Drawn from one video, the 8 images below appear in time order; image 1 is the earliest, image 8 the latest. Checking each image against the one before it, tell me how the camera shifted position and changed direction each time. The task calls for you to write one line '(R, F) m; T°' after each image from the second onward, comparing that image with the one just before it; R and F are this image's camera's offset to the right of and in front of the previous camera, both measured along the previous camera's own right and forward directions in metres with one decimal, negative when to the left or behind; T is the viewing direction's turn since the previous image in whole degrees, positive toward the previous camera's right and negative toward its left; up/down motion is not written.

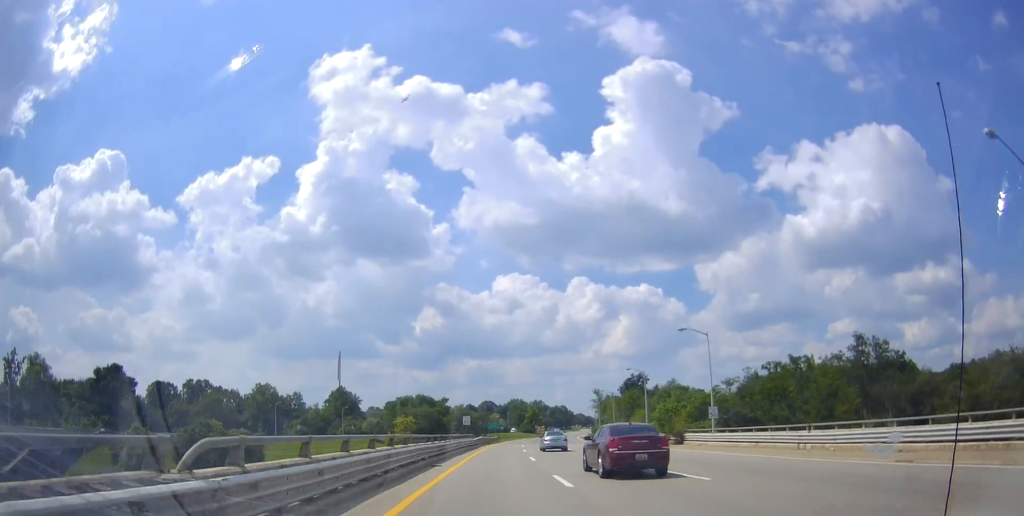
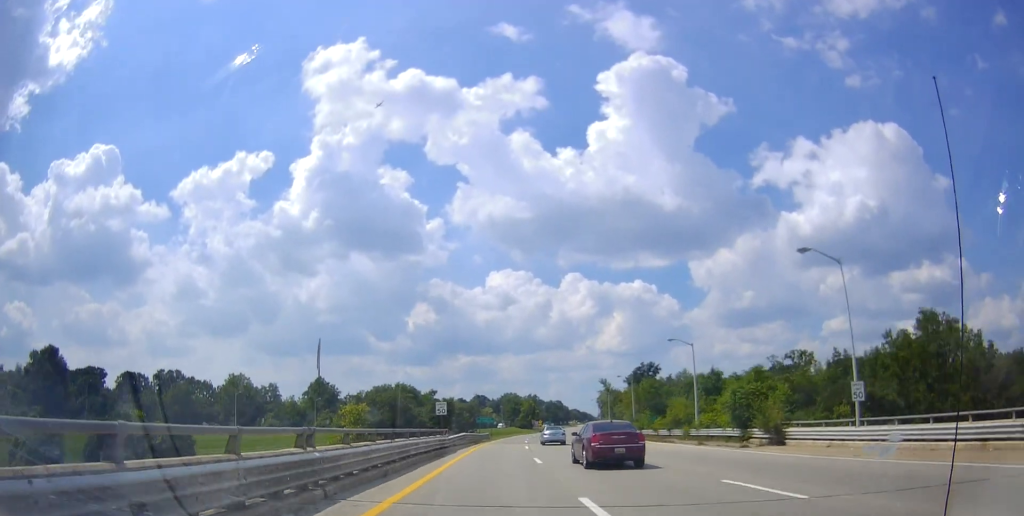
(-0.3, +21.8) m; -1°
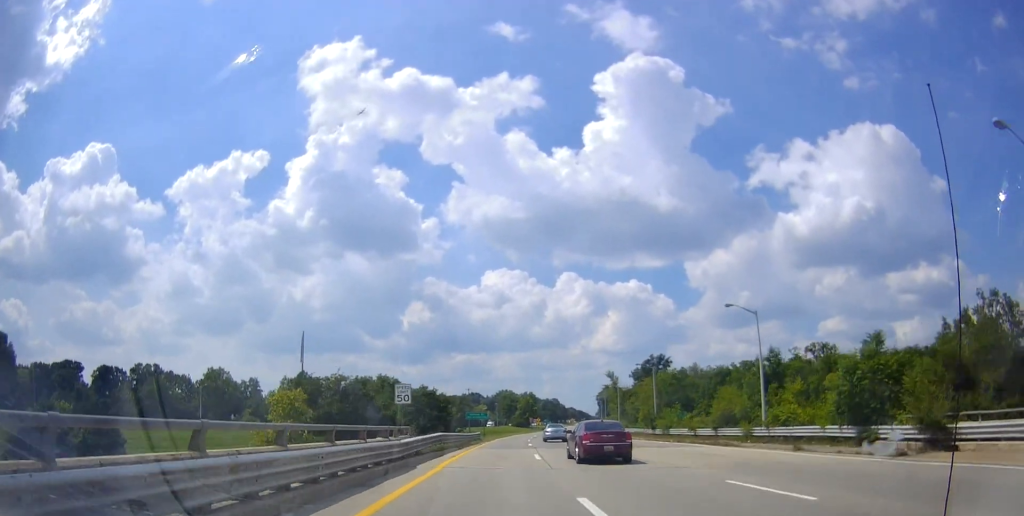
(-0.1, +14.6) m; 0°
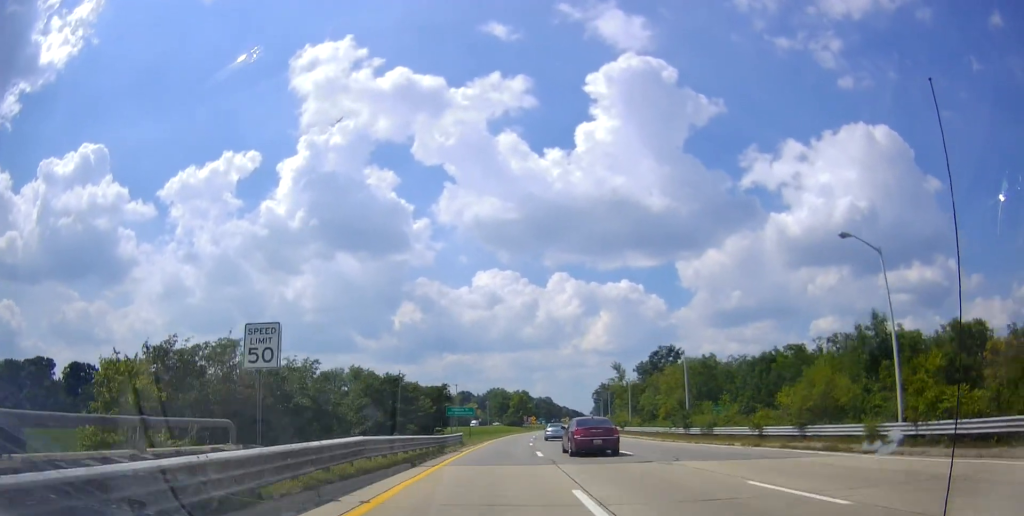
(-0.1, +16.1) m; 0°
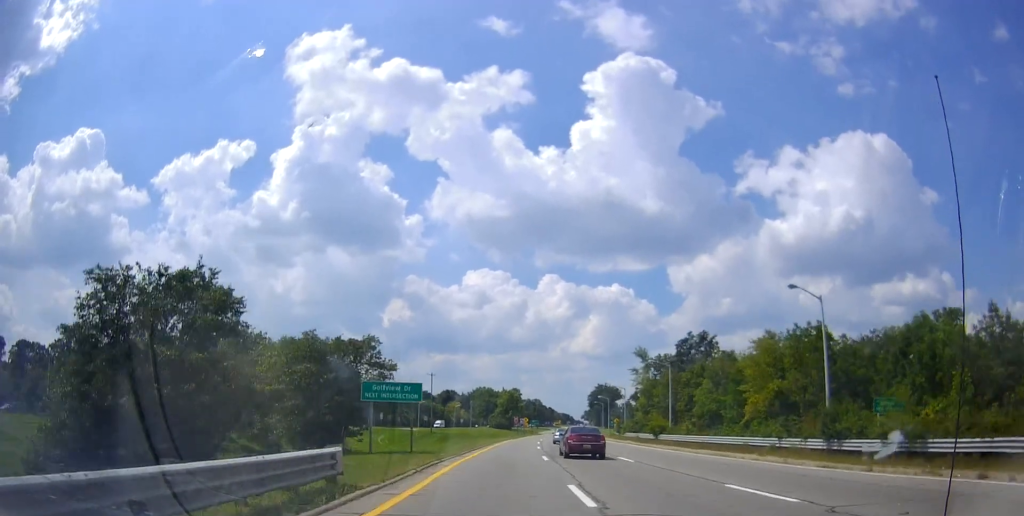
(+0.5, +29.2) m; +2°
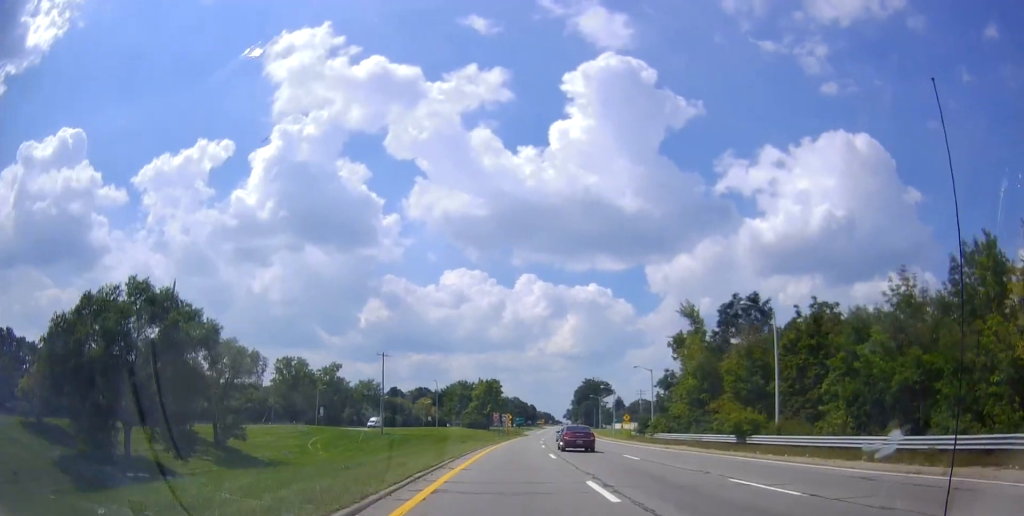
(+0.8, +31.0) m; +2°
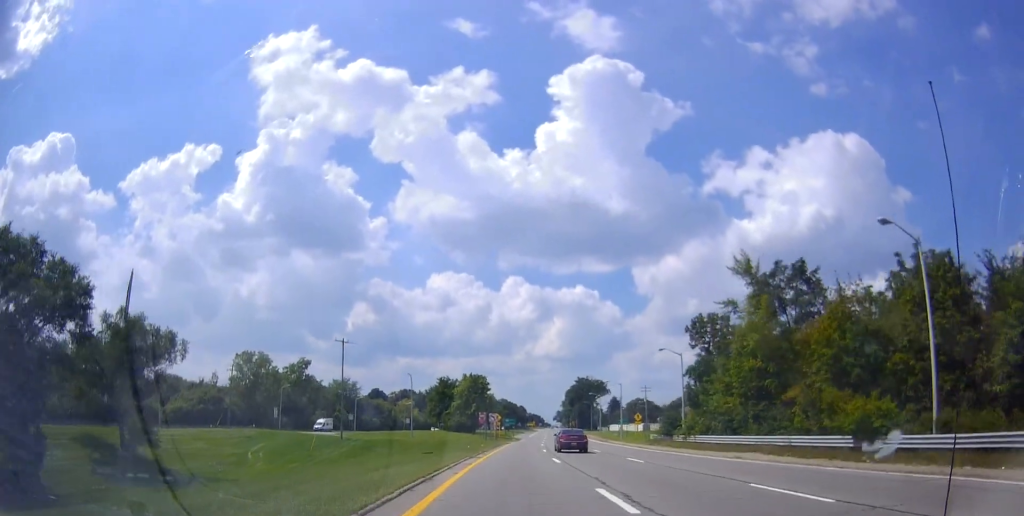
(+0.1, +17.0) m; +1°
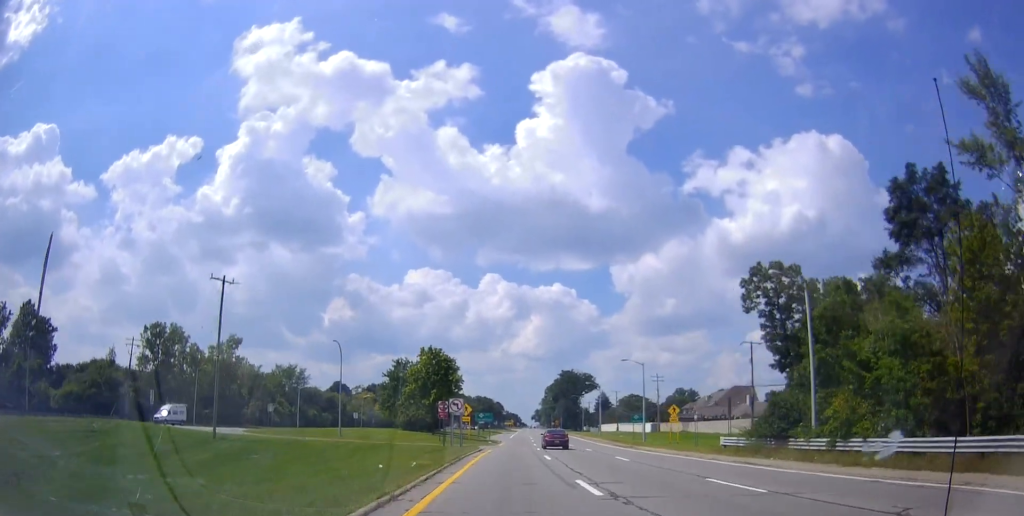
(+0.3, +28.4) m; +2°
